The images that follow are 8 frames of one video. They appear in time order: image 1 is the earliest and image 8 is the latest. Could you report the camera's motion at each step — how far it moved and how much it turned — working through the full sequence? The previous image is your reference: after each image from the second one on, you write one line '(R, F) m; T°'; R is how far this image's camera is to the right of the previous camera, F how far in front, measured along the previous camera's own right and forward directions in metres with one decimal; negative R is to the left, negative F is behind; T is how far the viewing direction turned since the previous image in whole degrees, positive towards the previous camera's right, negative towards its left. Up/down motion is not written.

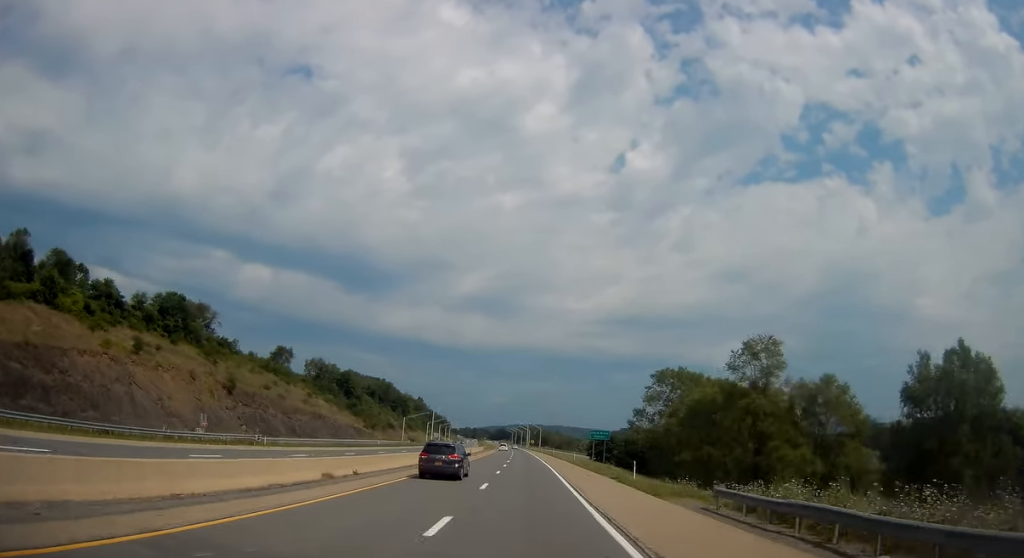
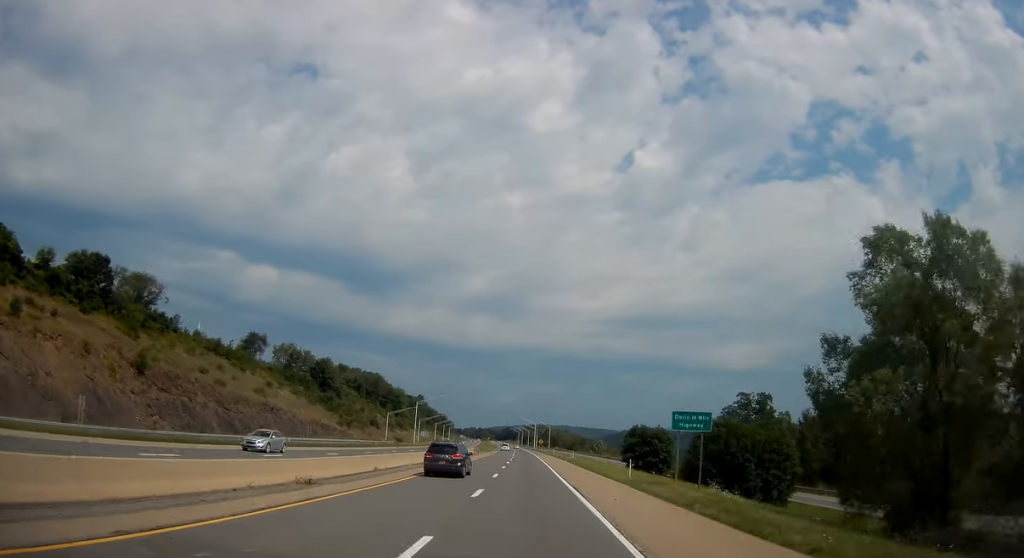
(-0.4, +40.2) m; -1°
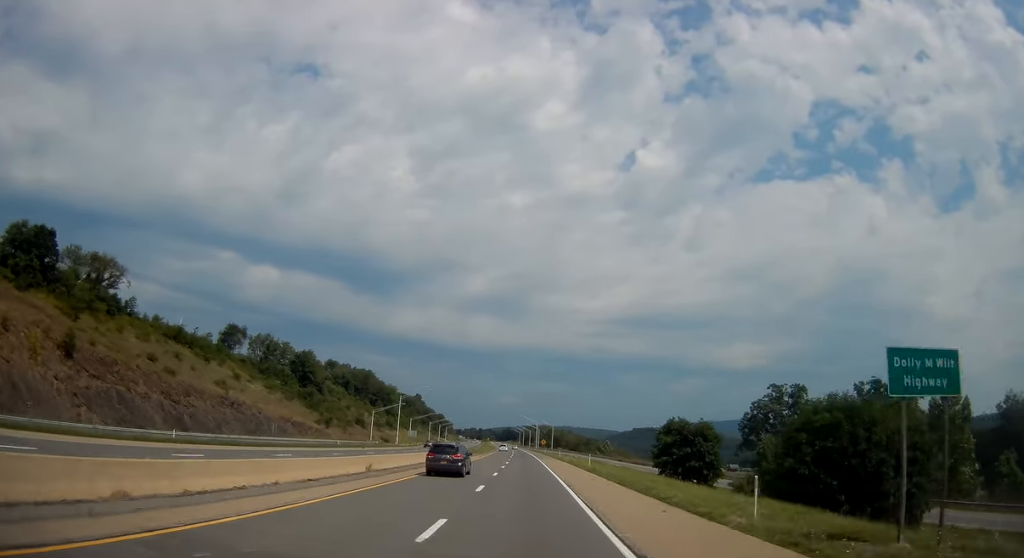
(-0.1, +21.6) m; 0°
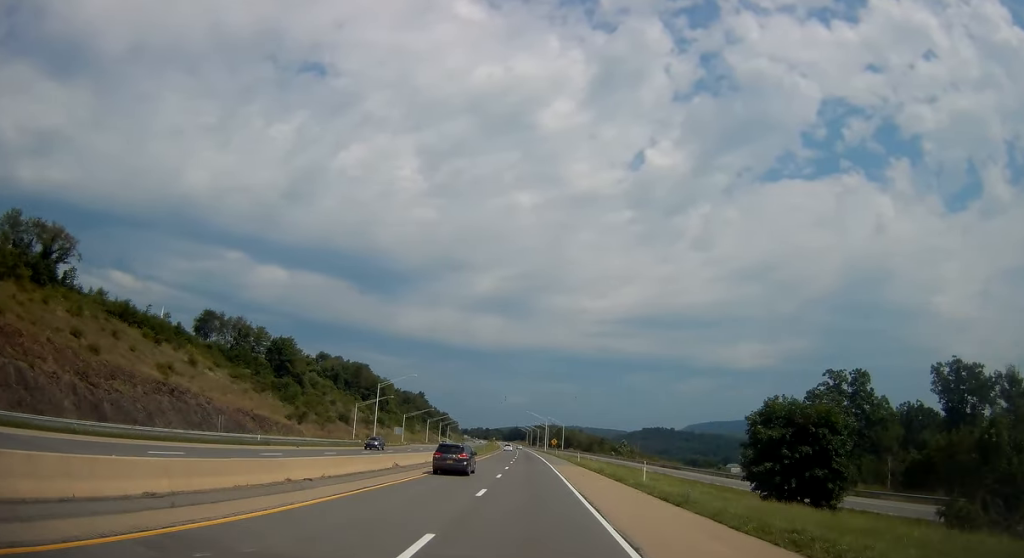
(0.0, +26.5) m; -1°
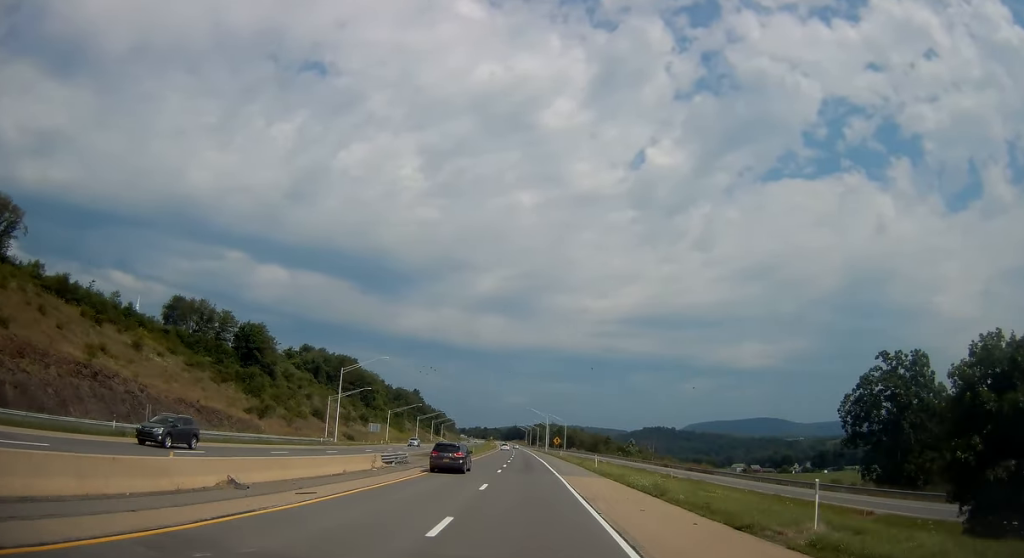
(-0.2, +21.6) m; 0°
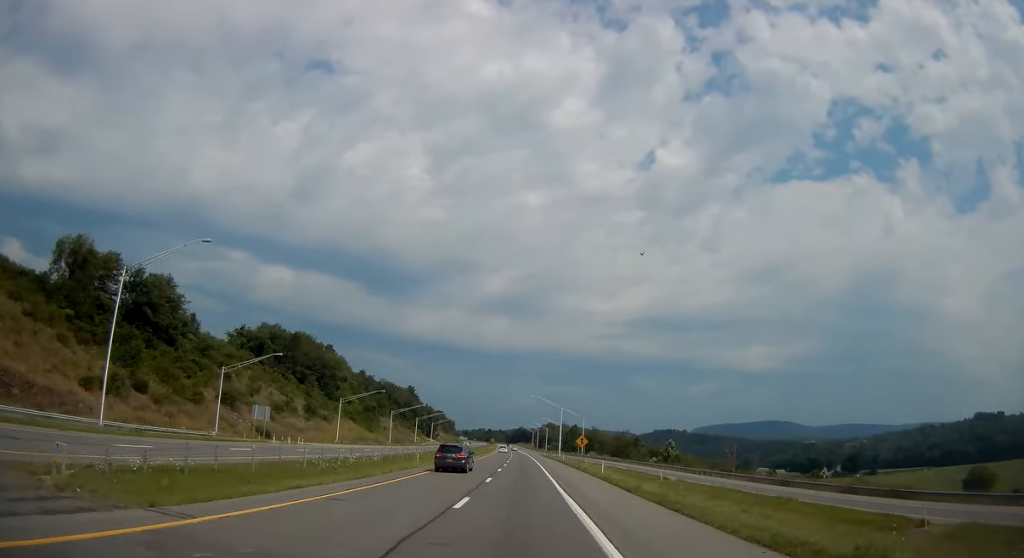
(-0.1, +53.9) m; 0°
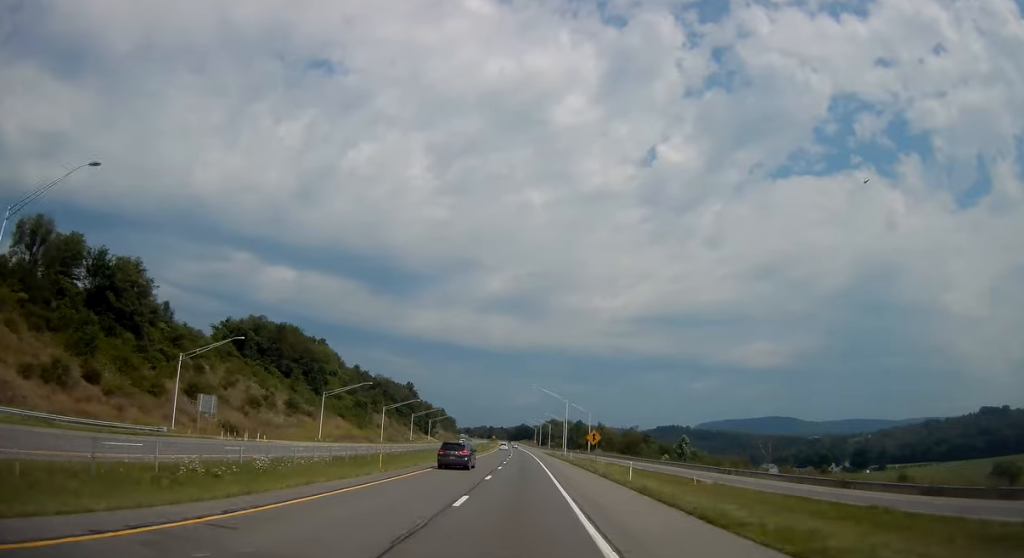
(0.0, +12.8) m; 0°
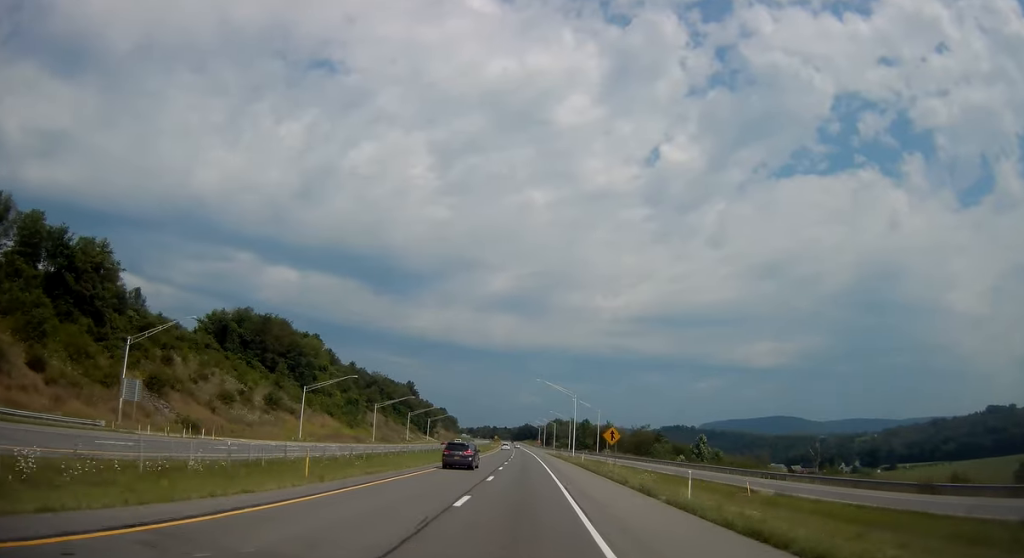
(0.0, +12.8) m; 0°
